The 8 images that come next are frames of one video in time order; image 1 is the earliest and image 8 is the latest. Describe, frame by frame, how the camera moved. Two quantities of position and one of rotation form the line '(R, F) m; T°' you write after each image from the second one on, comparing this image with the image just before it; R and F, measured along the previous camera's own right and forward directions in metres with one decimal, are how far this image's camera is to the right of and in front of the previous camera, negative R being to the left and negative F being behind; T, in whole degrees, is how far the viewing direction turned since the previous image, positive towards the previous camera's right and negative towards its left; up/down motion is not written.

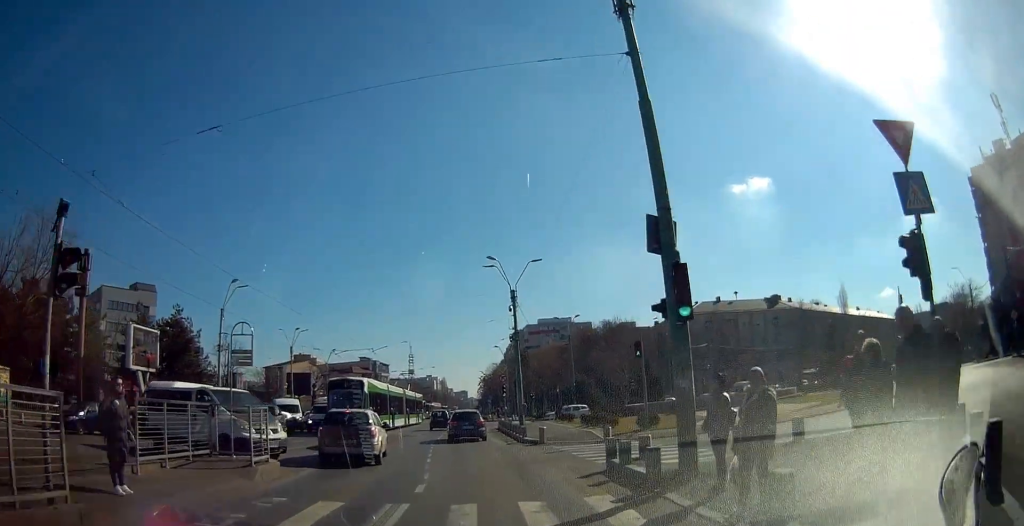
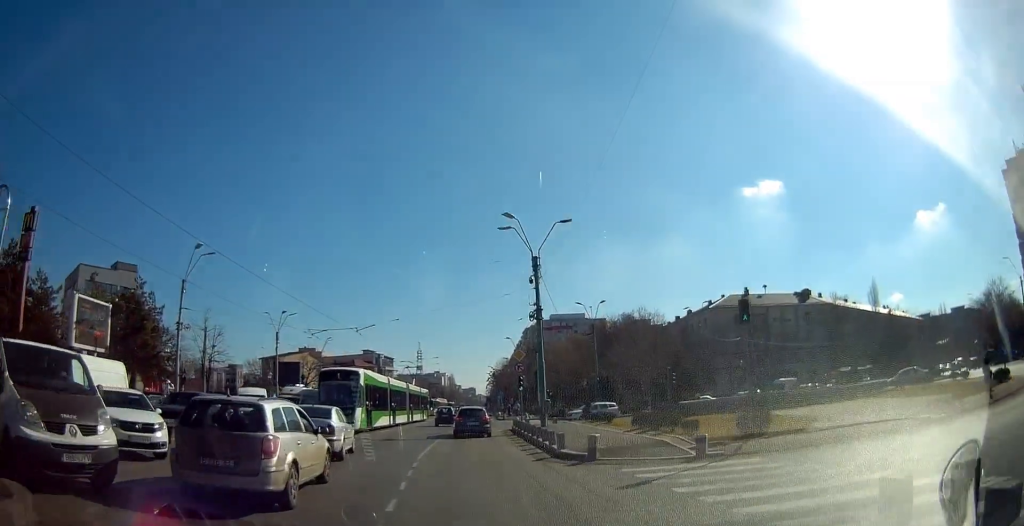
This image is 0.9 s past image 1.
(0.0, +8.7) m; 0°
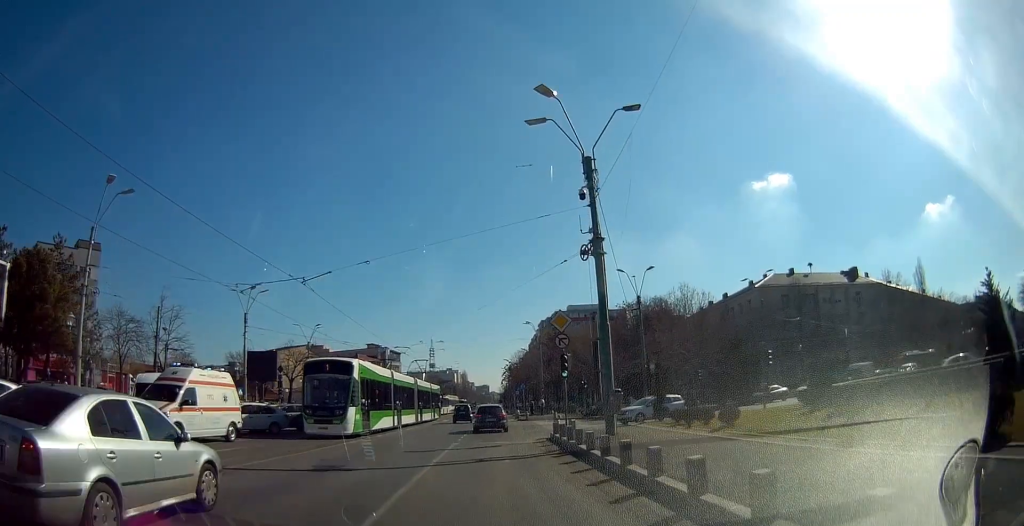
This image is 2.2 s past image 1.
(-0.1, +12.9) m; -2°
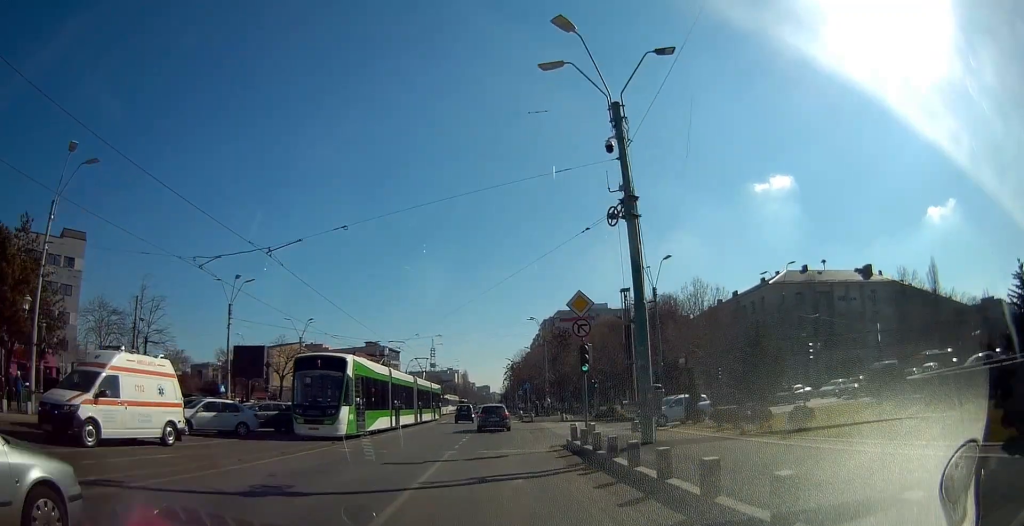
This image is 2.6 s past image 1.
(-0.2, +3.9) m; 0°
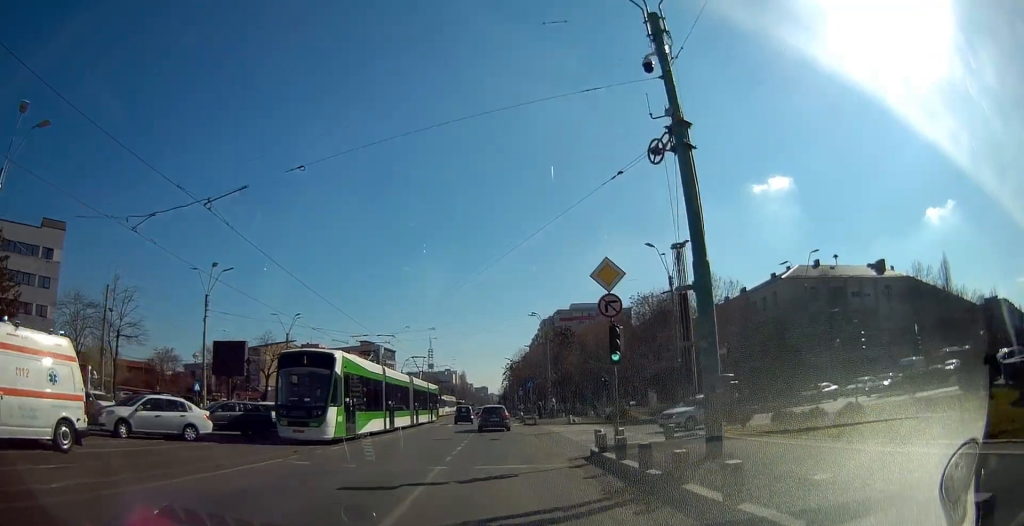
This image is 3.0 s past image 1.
(-0.2, +4.2) m; 0°
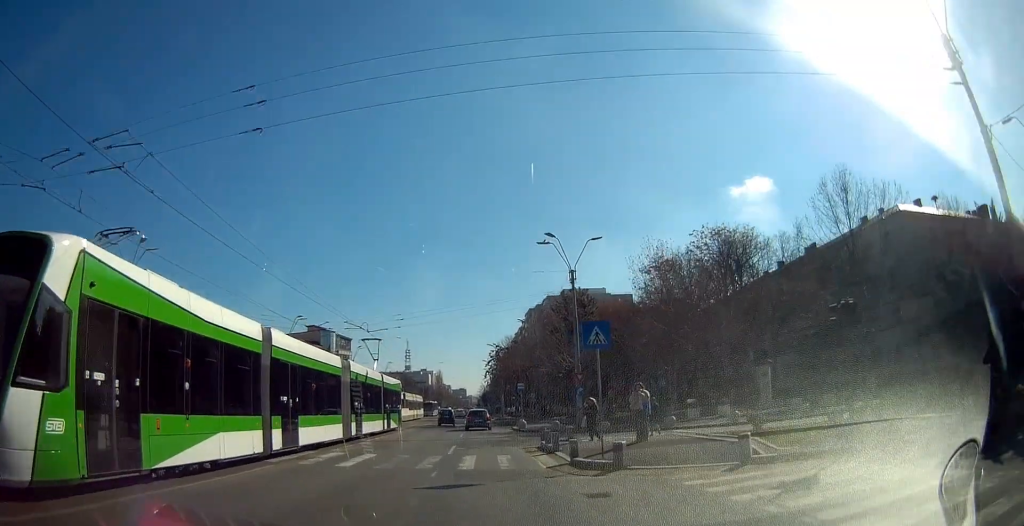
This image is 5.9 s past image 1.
(+0.8, +28.7) m; +1°
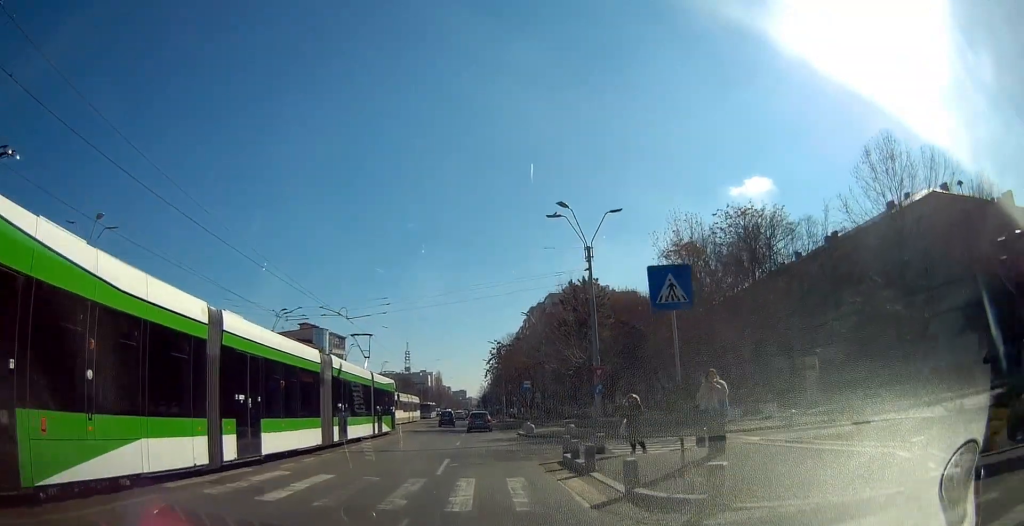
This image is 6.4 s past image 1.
(0.0, +5.2) m; +1°
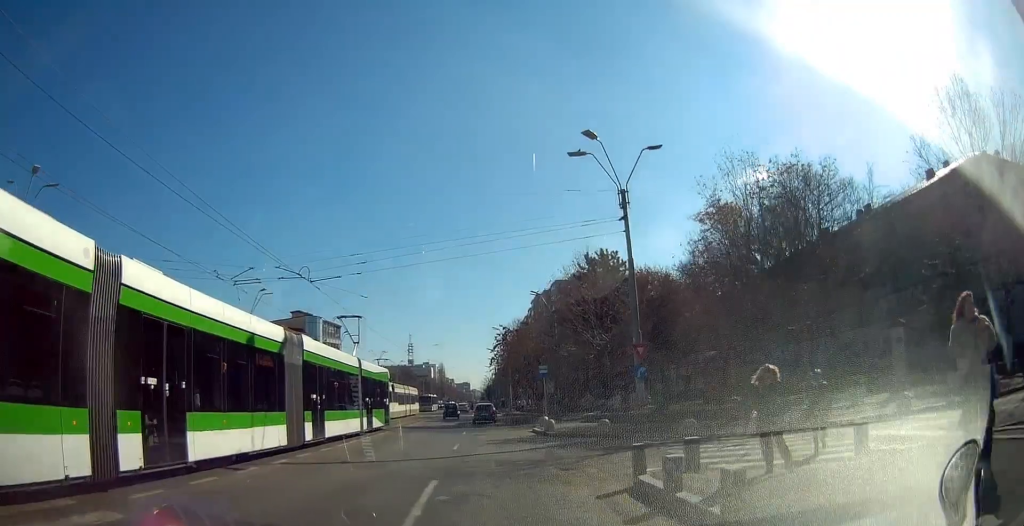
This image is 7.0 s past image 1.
(0.0, +6.7) m; +1°
